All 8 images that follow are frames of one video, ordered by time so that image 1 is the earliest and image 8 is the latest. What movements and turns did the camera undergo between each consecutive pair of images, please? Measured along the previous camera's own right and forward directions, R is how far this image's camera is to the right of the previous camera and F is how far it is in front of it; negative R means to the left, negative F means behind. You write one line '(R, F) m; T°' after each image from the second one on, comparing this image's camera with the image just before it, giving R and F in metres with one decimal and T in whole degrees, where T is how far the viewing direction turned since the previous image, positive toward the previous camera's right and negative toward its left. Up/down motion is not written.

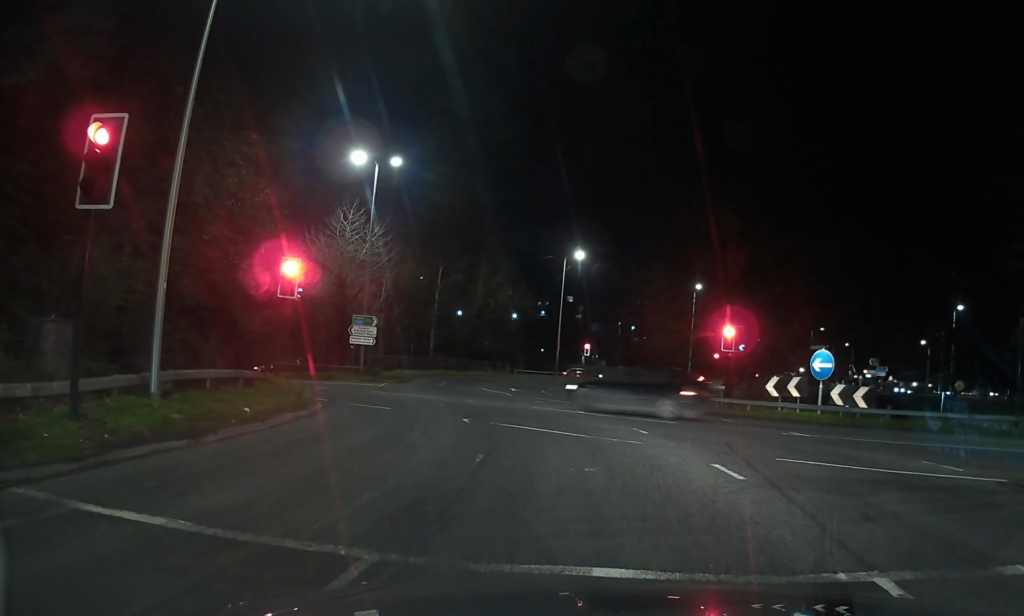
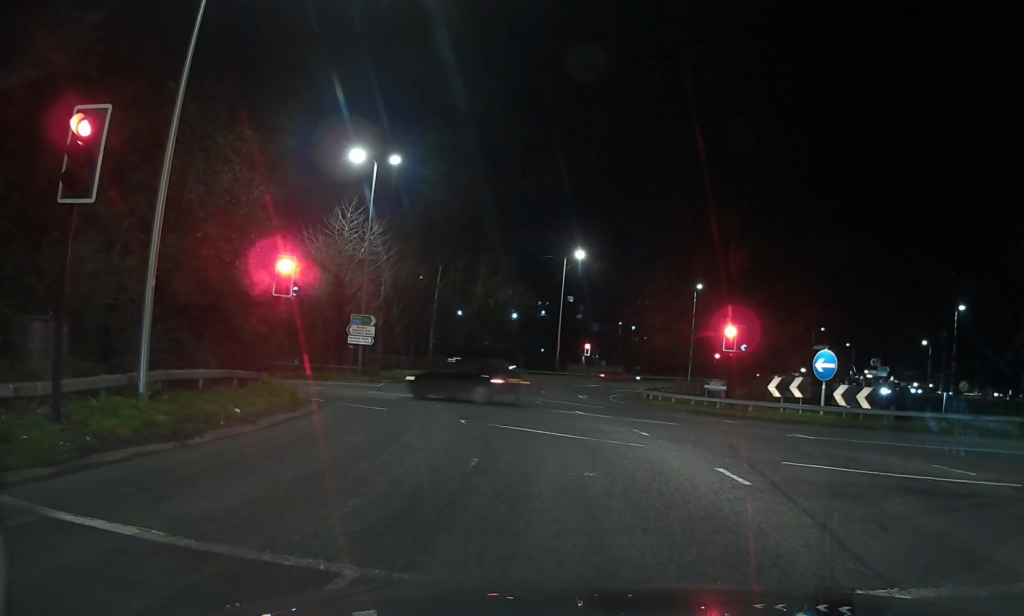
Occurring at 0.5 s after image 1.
(+0.2, -0.1) m; 0°
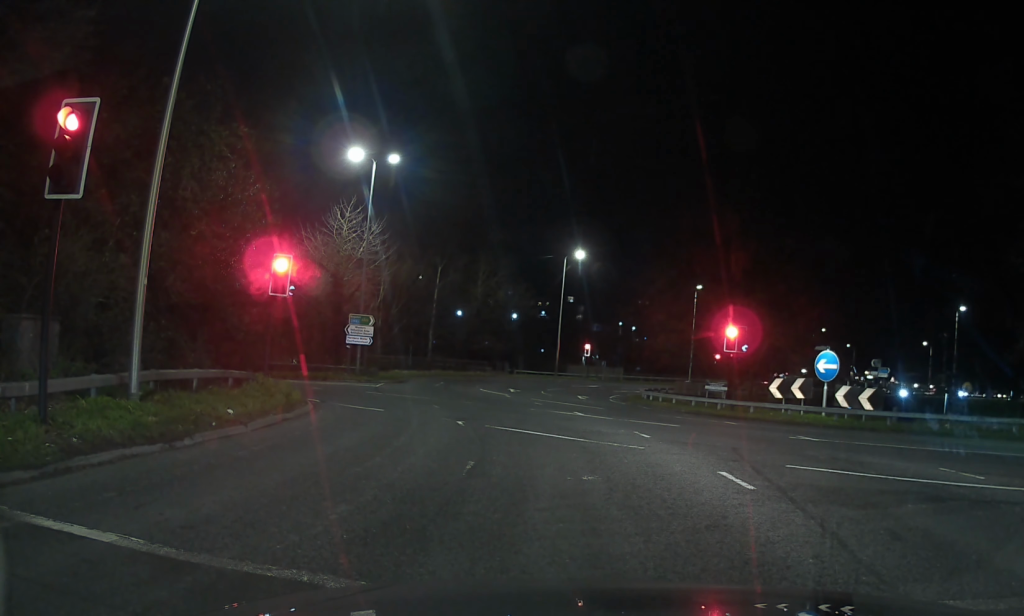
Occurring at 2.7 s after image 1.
(+0.4, -0.1) m; 0°
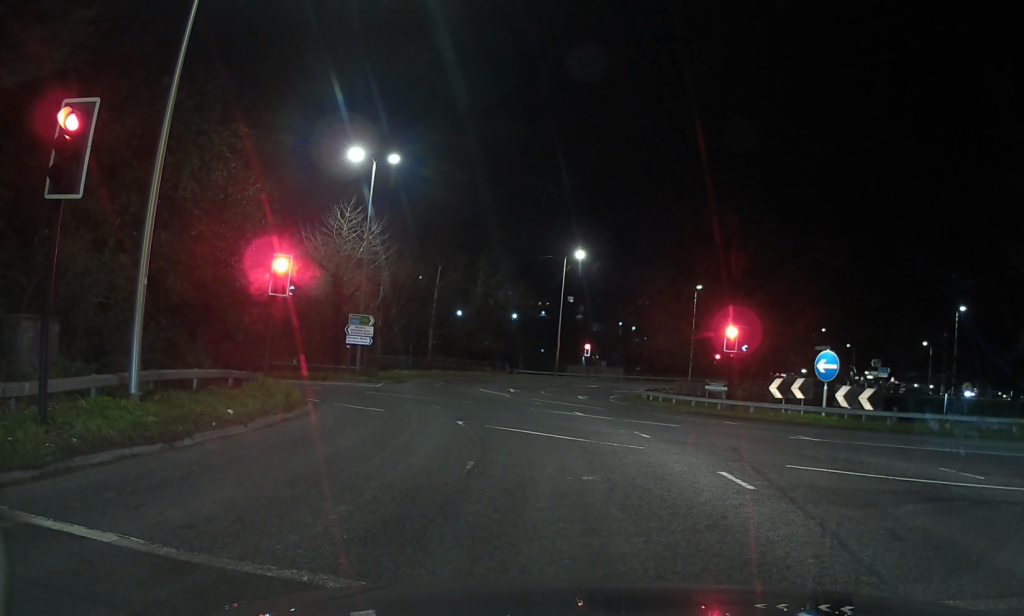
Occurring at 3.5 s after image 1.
(+0.2, 0.0) m; 0°
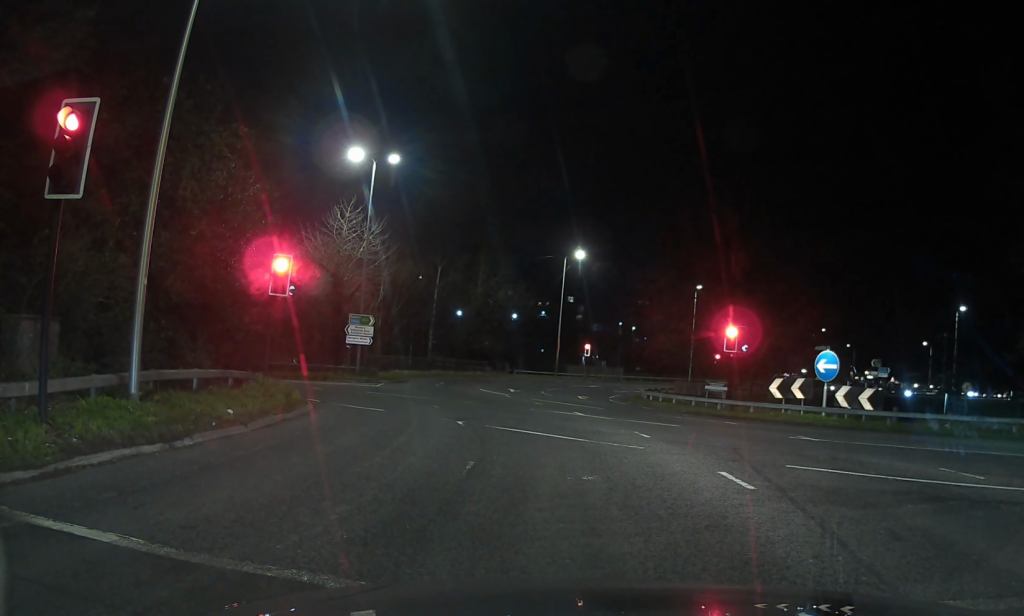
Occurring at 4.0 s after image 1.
(+0.1, 0.0) m; 0°
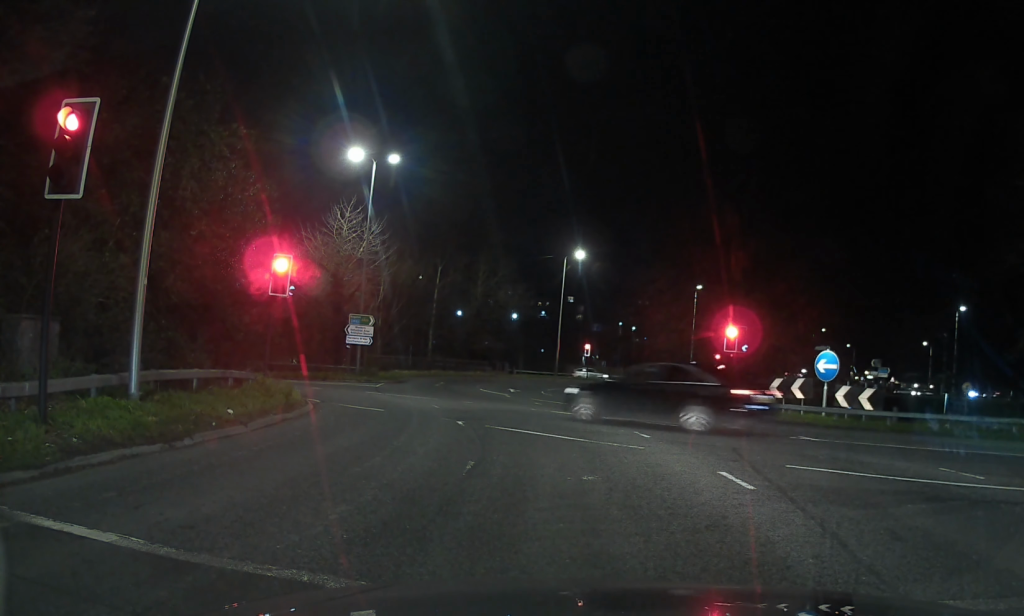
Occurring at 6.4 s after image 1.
(+0.1, +0.3) m; 0°
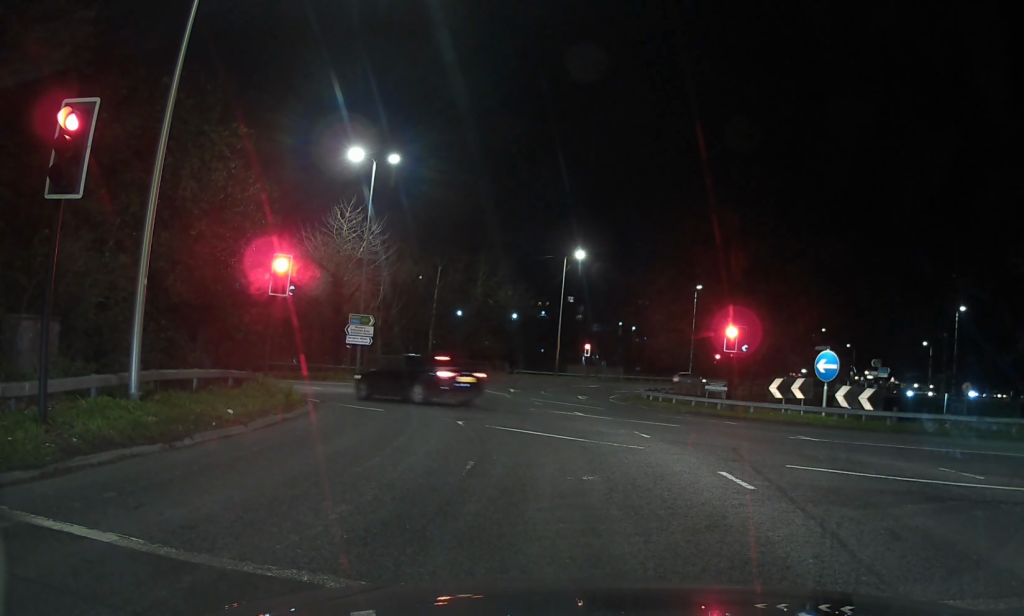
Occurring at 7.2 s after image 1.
(0.0, +0.2) m; 0°
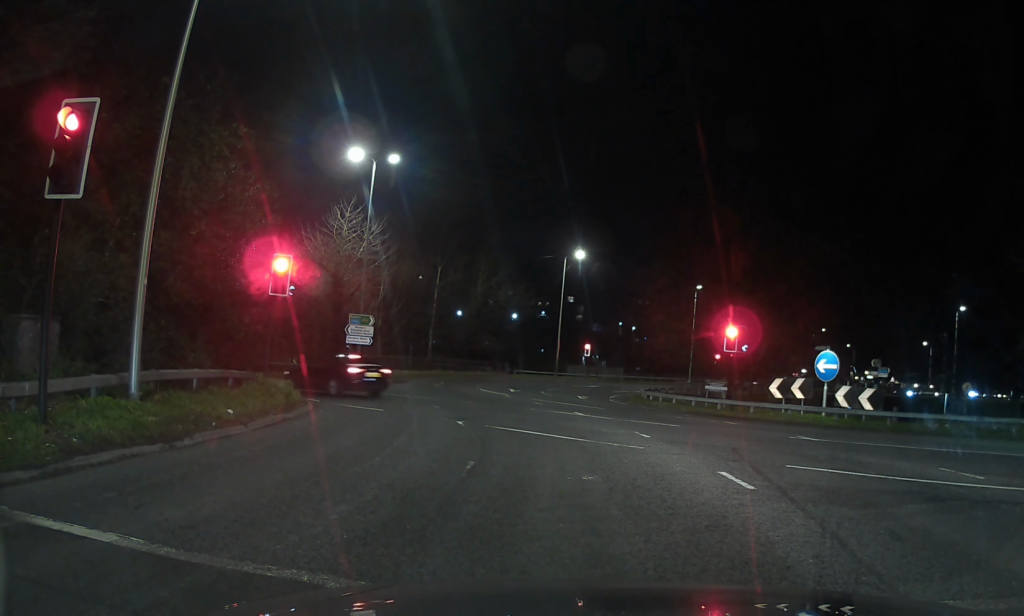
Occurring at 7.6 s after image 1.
(0.0, +0.1) m; 0°
